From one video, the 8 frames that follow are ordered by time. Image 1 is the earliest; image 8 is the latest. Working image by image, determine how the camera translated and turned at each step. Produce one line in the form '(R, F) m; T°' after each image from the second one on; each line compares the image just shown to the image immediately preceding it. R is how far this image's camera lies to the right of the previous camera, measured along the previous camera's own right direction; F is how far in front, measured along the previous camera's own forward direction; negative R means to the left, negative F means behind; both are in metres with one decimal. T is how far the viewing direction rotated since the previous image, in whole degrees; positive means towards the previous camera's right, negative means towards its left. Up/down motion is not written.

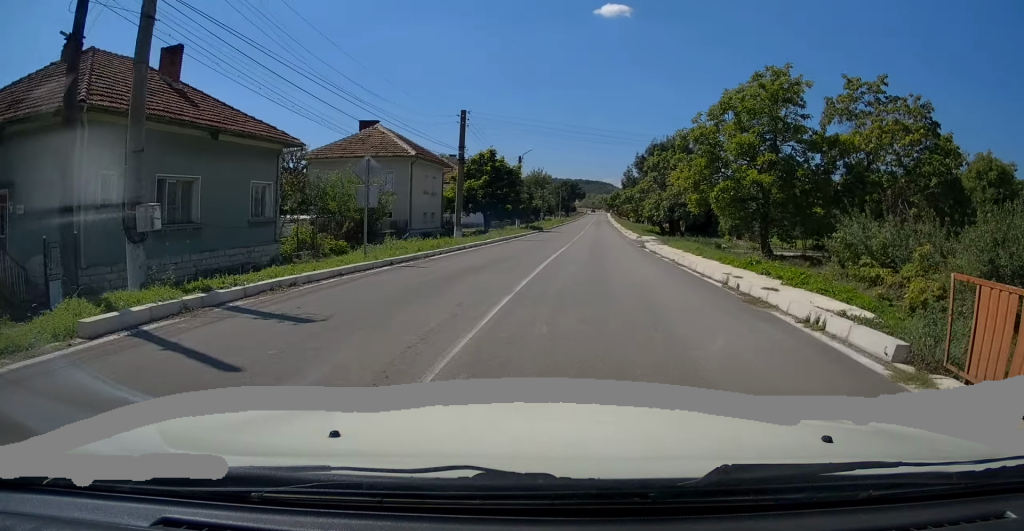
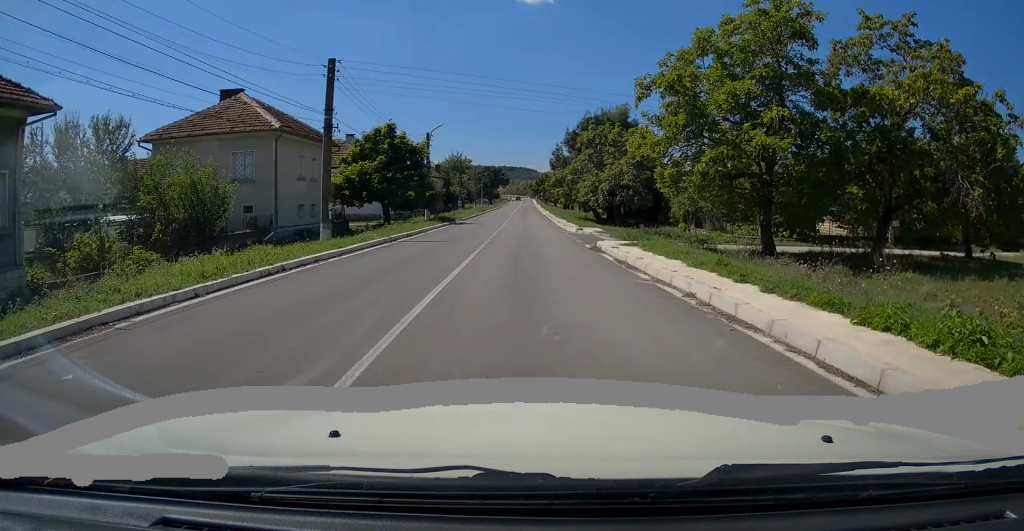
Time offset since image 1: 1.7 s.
(+1.4, +10.3) m; +6°
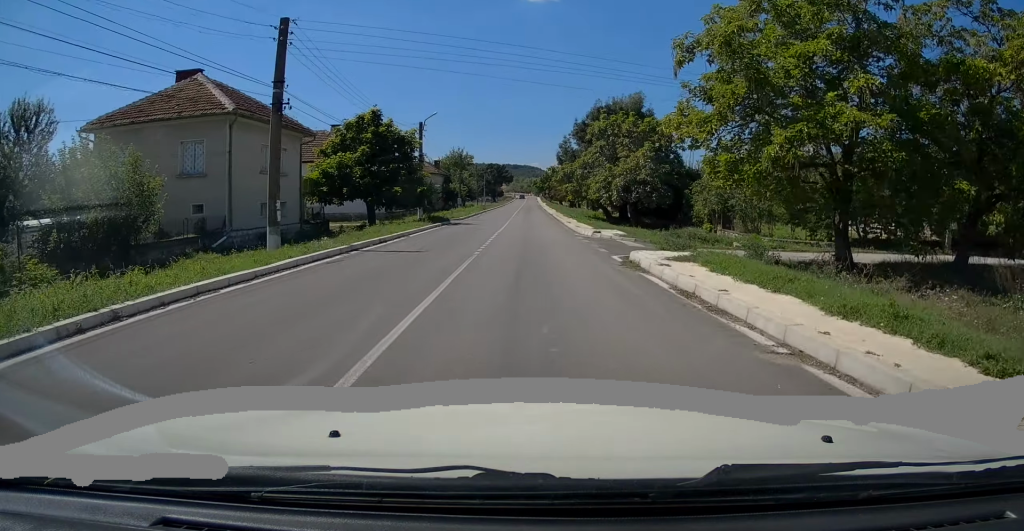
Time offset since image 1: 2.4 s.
(-0.2, +5.4) m; -3°
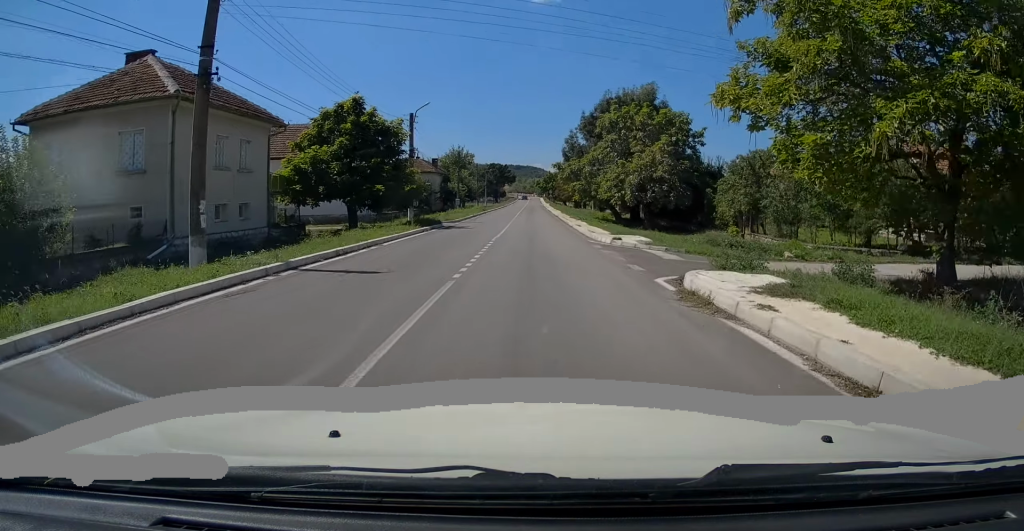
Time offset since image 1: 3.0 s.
(-0.2, +4.8) m; +1°
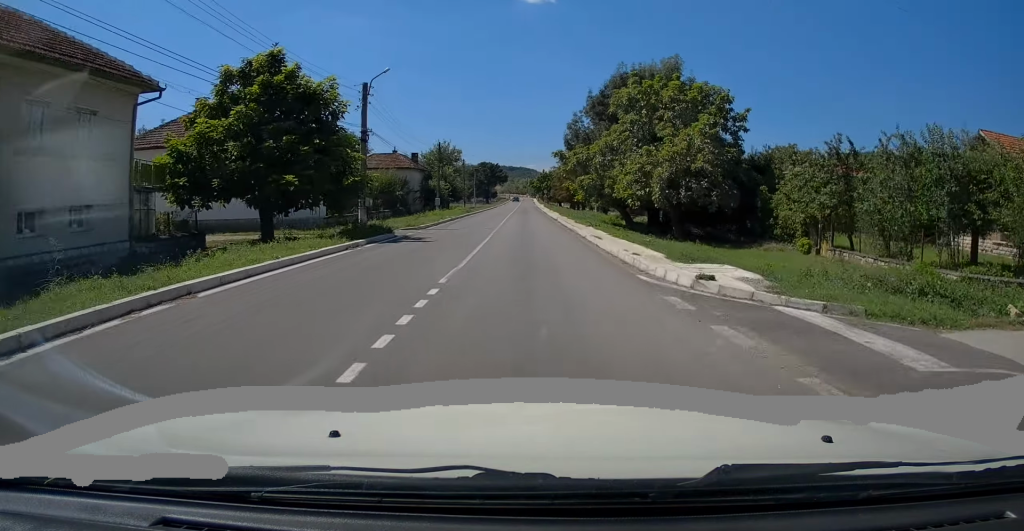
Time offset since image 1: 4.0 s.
(+0.4, +10.6) m; +2°
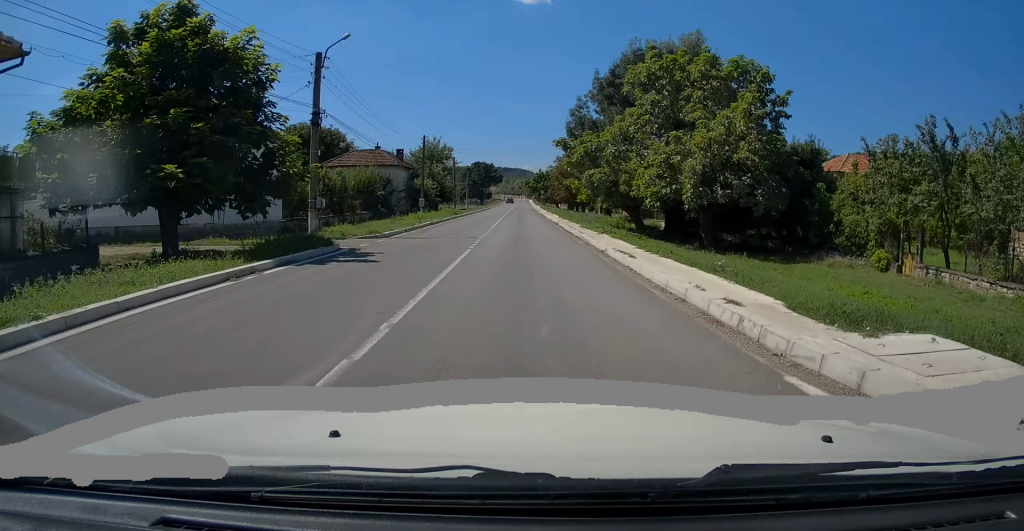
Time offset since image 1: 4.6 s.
(0.0, +6.5) m; 0°
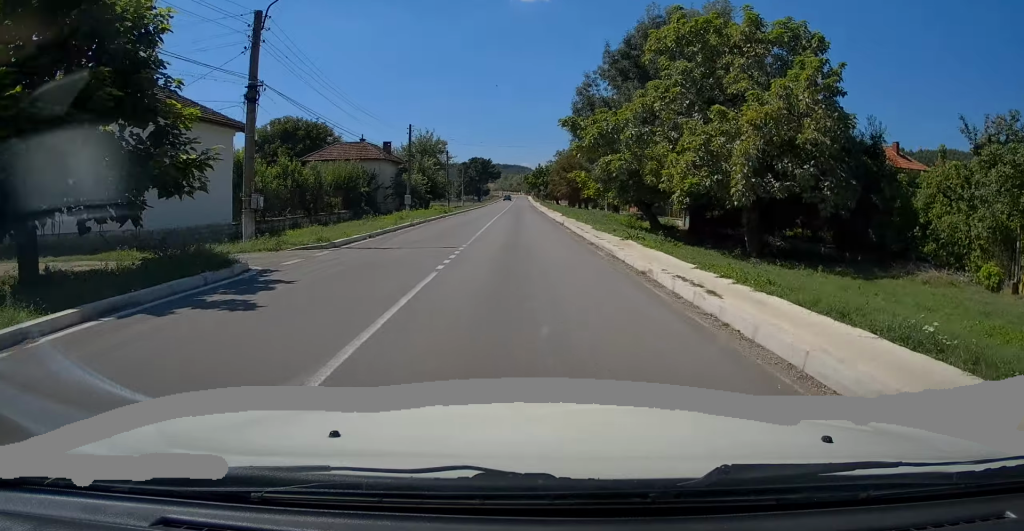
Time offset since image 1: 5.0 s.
(-0.1, +5.6) m; -1°
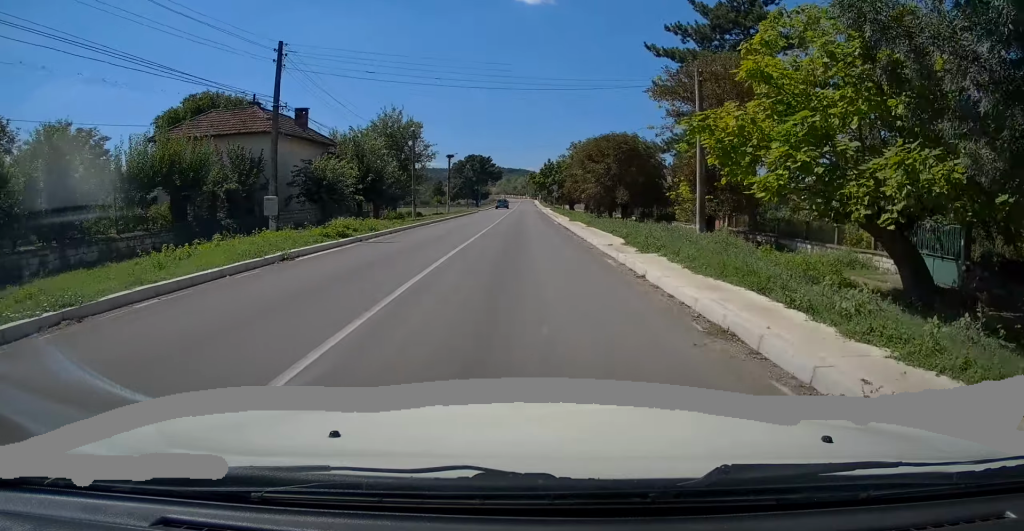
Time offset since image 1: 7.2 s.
(-0.3, +26.9) m; 0°
